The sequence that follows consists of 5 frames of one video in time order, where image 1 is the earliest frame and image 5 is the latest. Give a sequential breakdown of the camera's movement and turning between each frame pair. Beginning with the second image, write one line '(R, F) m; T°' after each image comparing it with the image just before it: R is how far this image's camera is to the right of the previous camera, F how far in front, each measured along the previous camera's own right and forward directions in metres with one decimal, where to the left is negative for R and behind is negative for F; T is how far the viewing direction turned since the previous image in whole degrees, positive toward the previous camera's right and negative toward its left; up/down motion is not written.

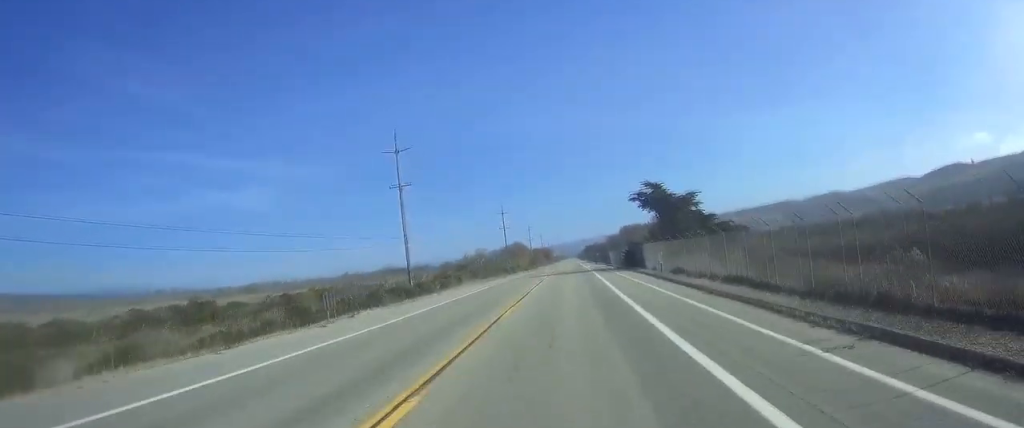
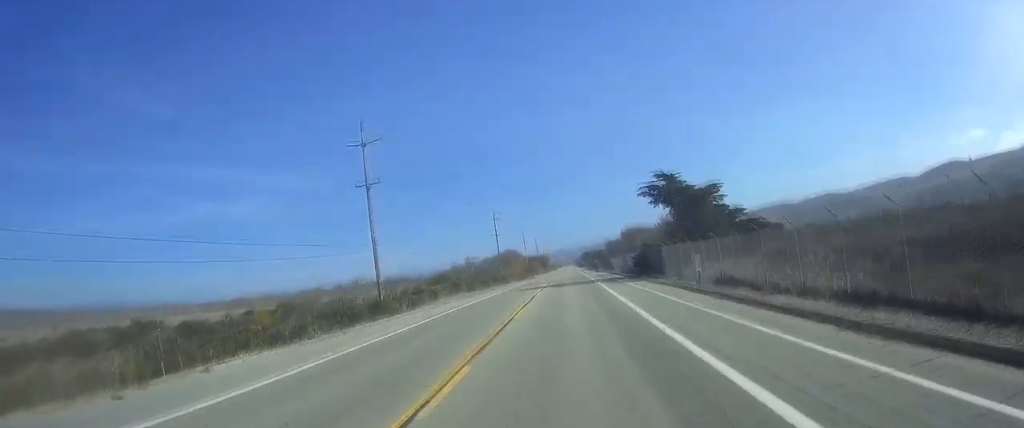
(-0.1, +11.1) m; +1°
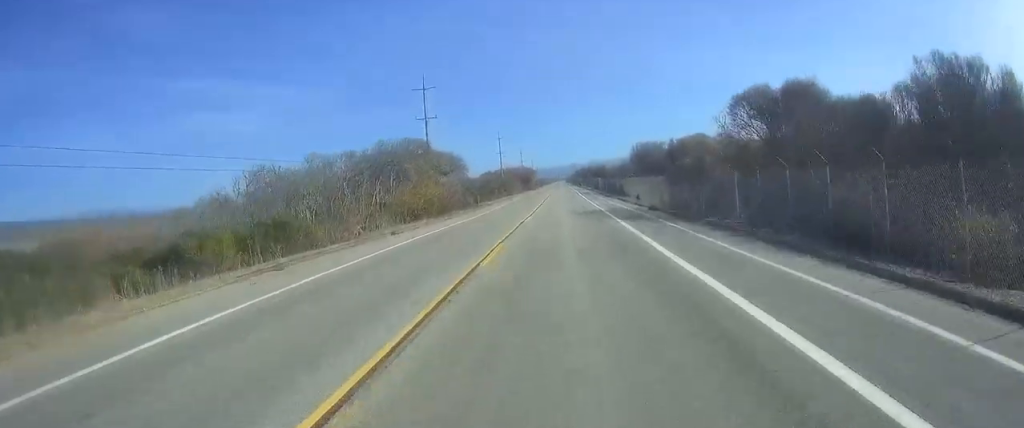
(+2.9, +81.5) m; +2°
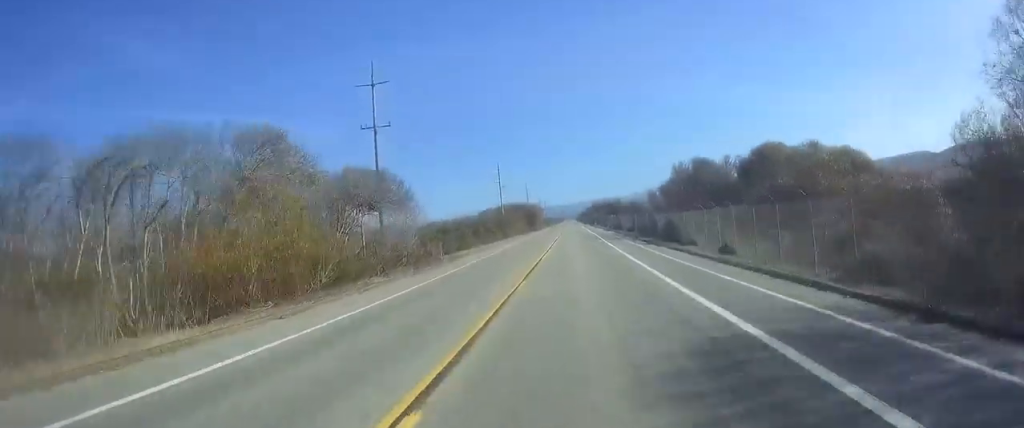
(-0.1, +27.7) m; 0°
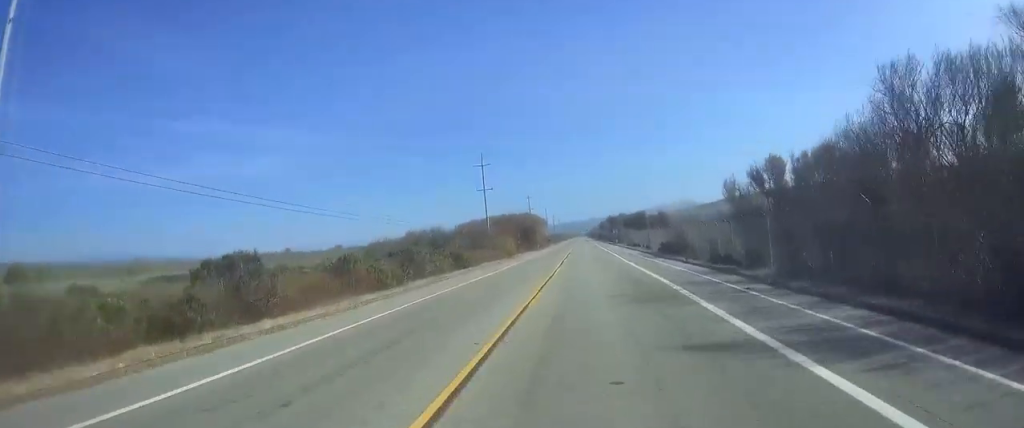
(+0.3, +44.9) m; 0°
